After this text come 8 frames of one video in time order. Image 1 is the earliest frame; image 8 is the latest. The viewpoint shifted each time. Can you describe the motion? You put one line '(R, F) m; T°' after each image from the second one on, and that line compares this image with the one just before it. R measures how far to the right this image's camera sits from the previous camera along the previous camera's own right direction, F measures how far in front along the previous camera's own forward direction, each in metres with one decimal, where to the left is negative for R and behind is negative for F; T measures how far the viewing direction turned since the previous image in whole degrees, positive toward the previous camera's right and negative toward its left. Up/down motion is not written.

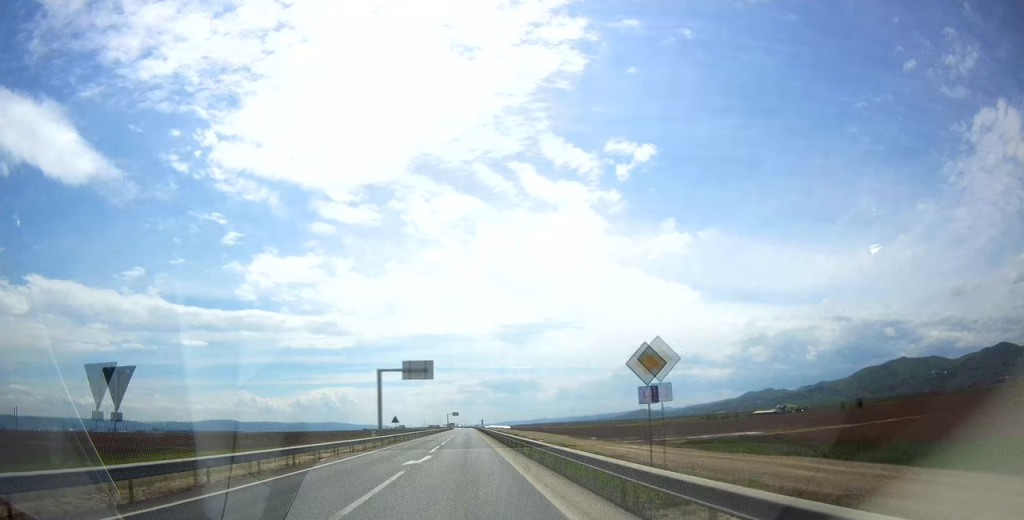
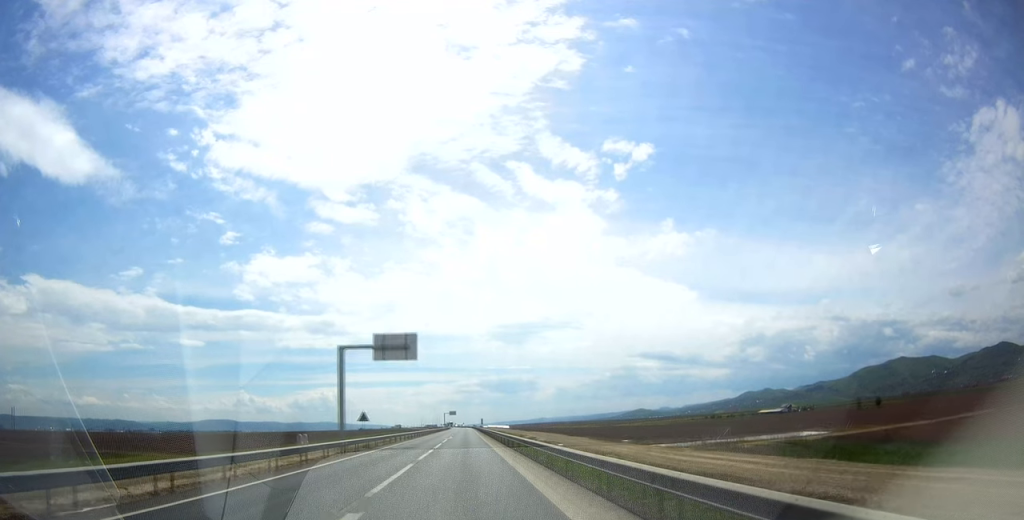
(+0.1, +17.9) m; 0°
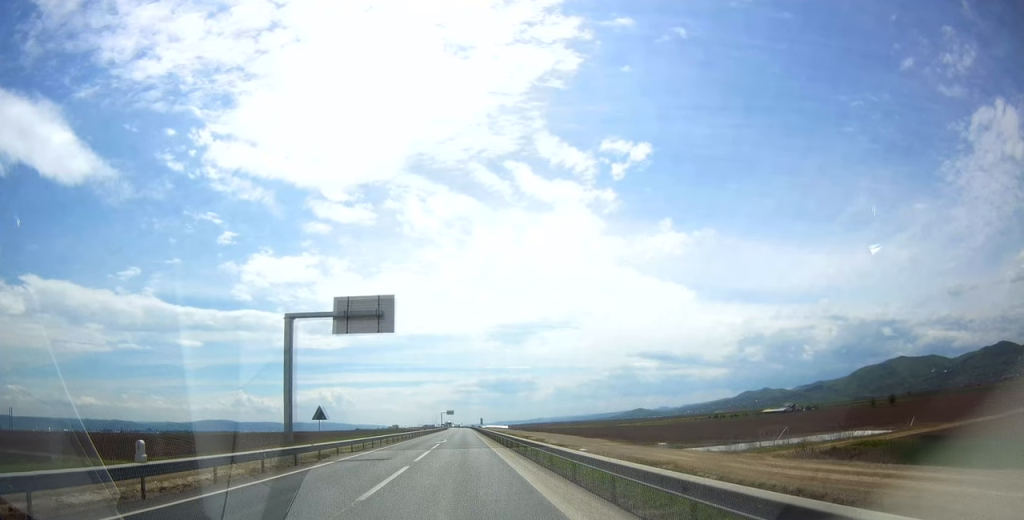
(0.0, +12.7) m; 0°
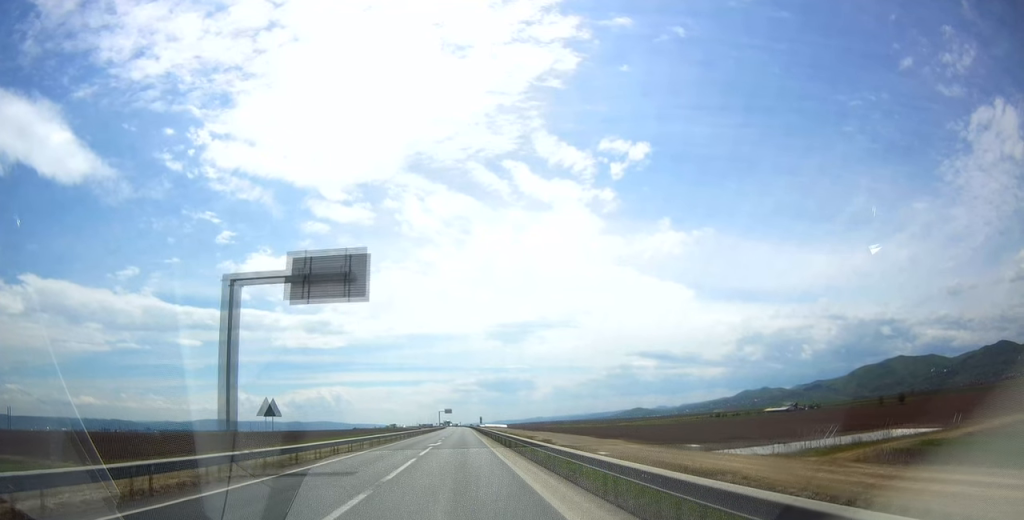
(0.0, +8.1) m; 0°
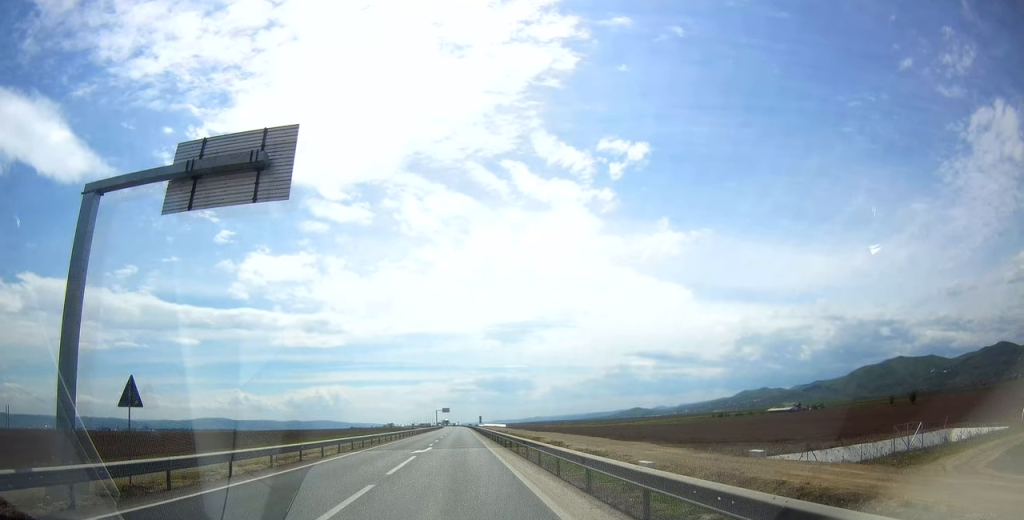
(0.0, +10.5) m; 0°
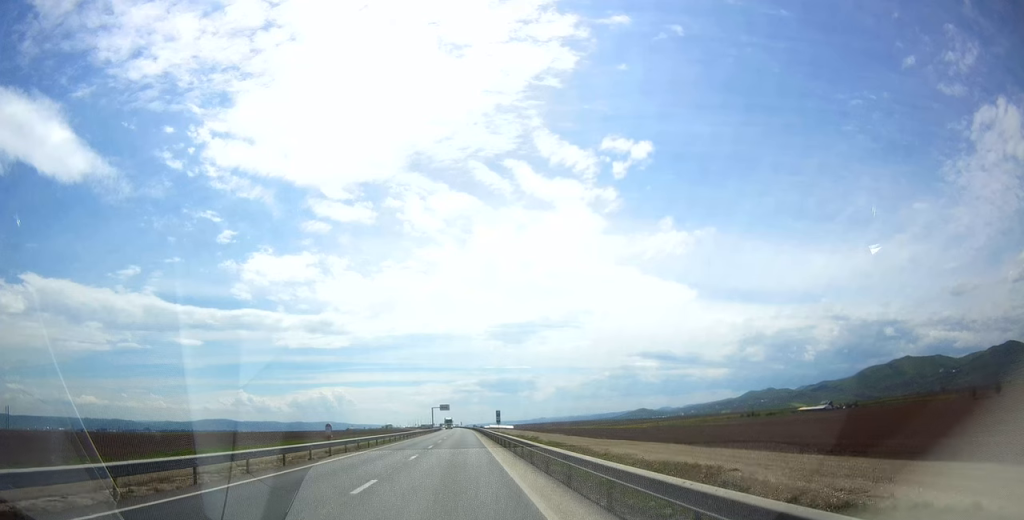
(+0.4, +59.3) m; +2°
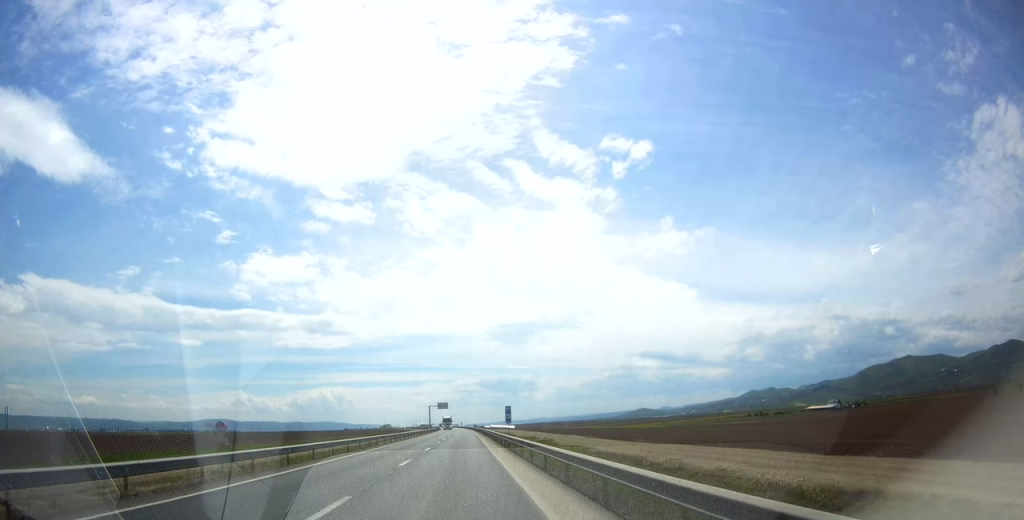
(+0.4, +16.0) m; -1°
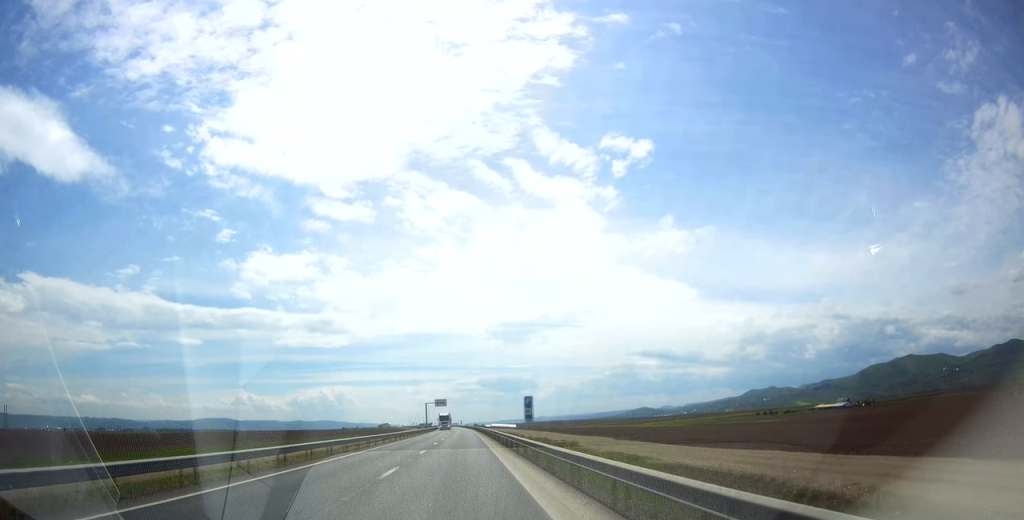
(-0.2, +17.0) m; -1°
